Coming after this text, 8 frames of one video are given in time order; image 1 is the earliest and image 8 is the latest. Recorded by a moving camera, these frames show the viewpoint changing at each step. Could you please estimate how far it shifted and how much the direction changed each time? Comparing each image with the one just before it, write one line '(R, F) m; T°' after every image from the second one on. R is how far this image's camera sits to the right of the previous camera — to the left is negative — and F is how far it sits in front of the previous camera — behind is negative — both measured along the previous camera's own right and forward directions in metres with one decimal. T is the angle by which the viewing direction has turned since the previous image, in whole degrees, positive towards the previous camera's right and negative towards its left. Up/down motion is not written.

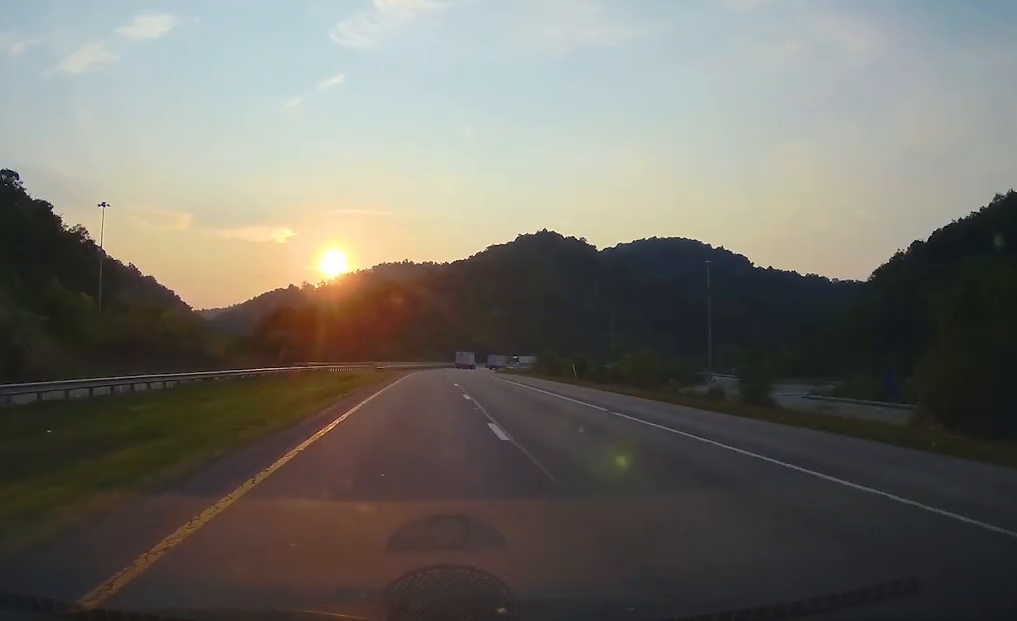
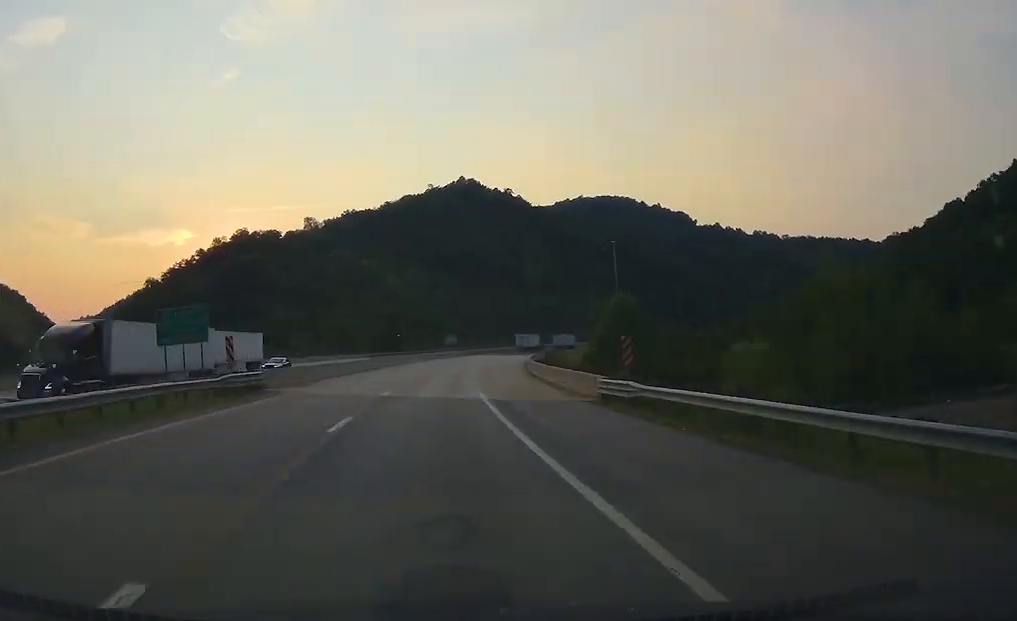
(+10.9, +146.9) m; +11°
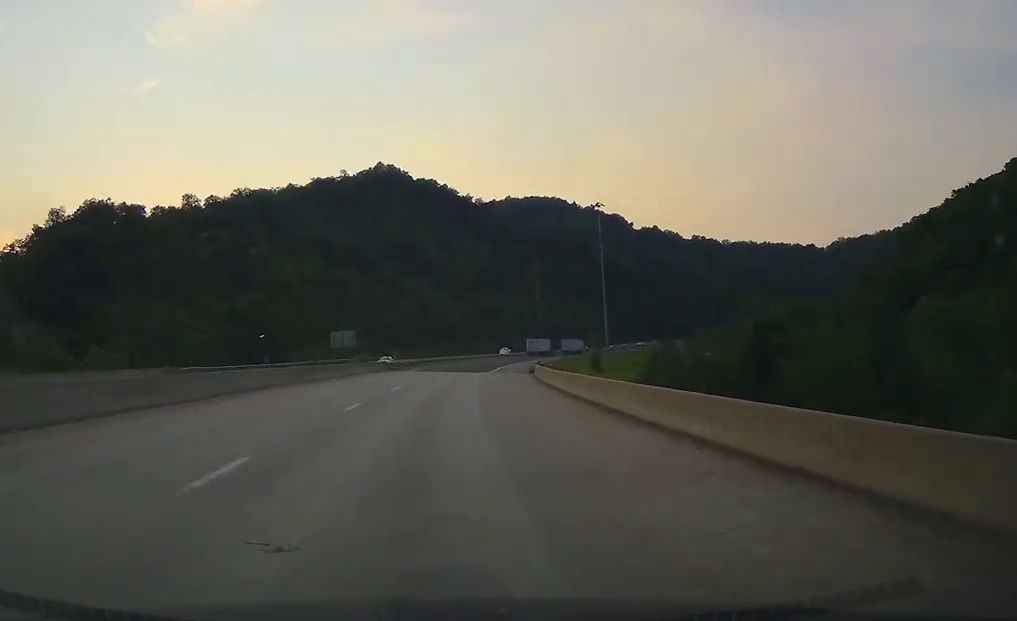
(+1.6, +66.9) m; +7°
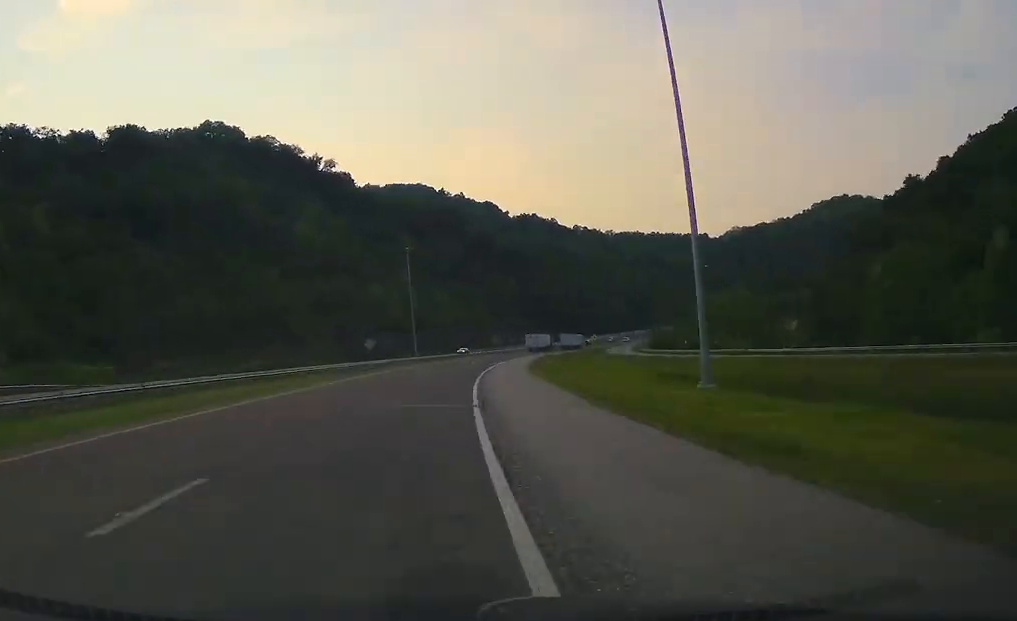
(+10.6, +97.2) m; +11°
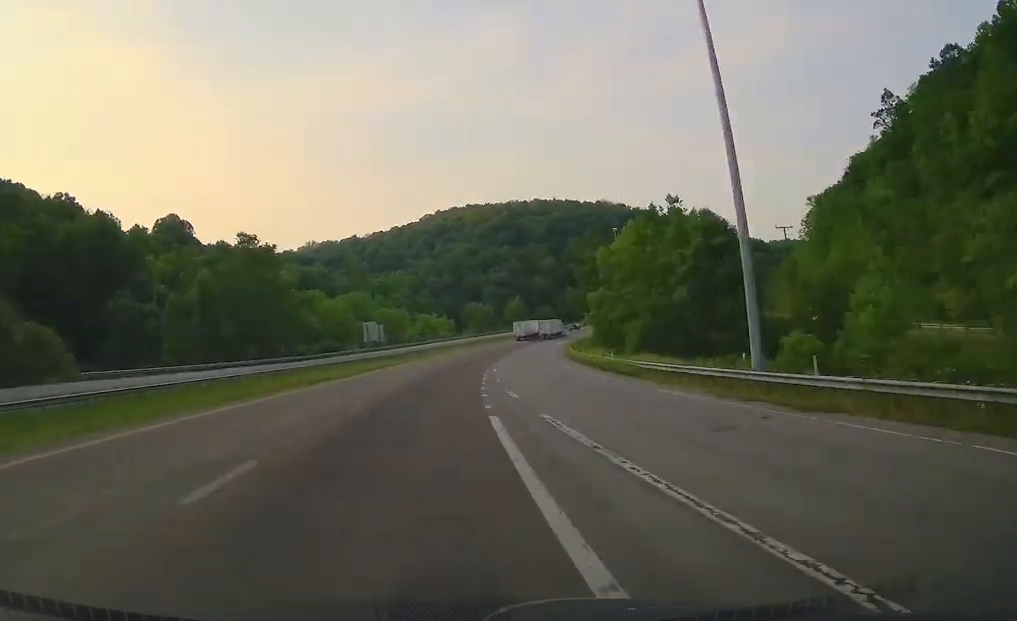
(+101.2, +295.1) m; +38°
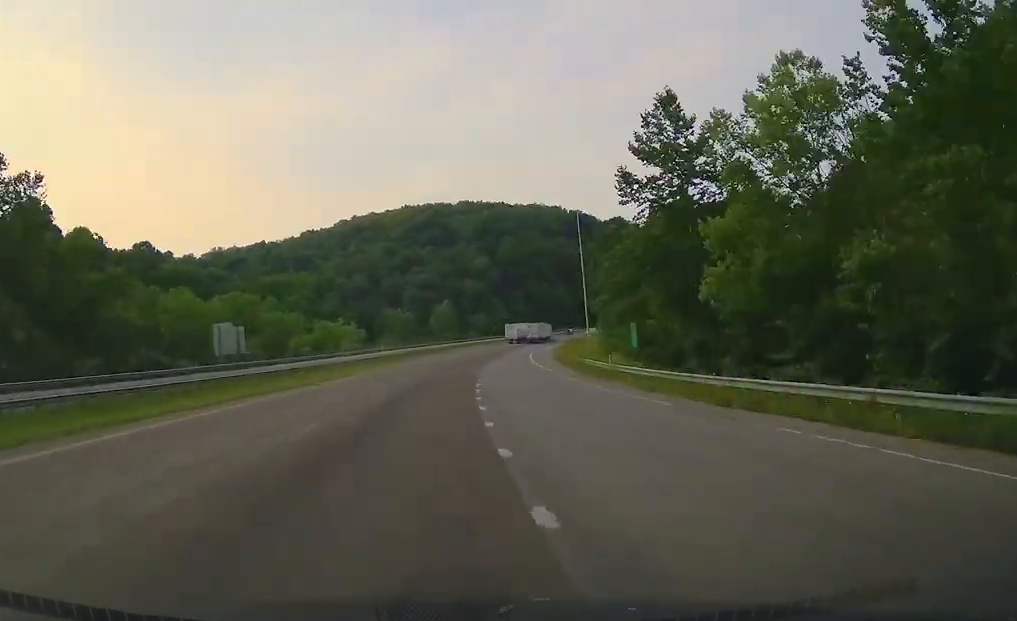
(+5.8, +53.2) m; +6°
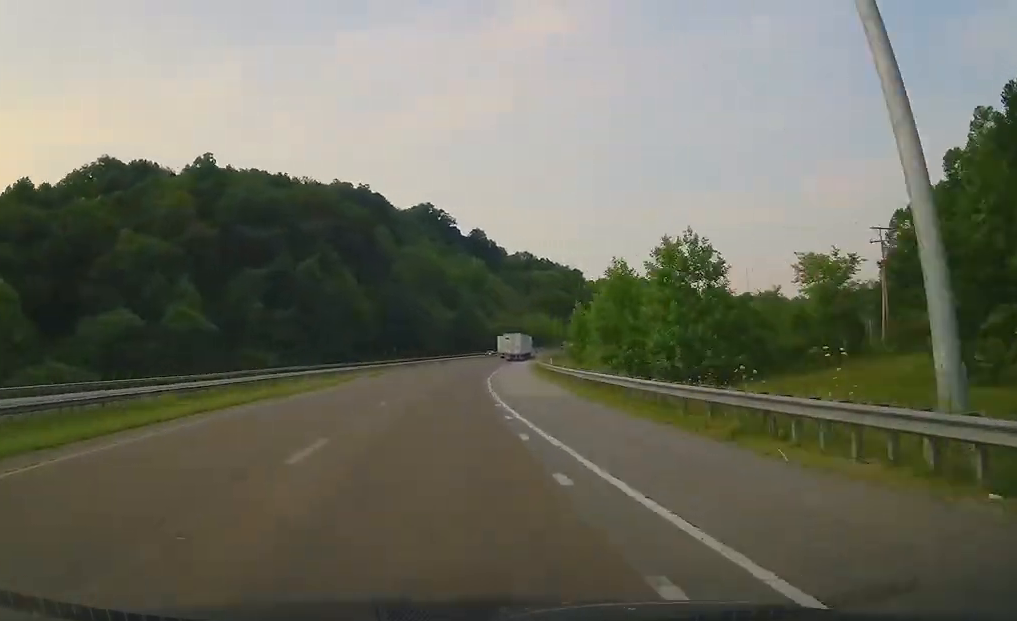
(+24.6, +155.0) m; +18°
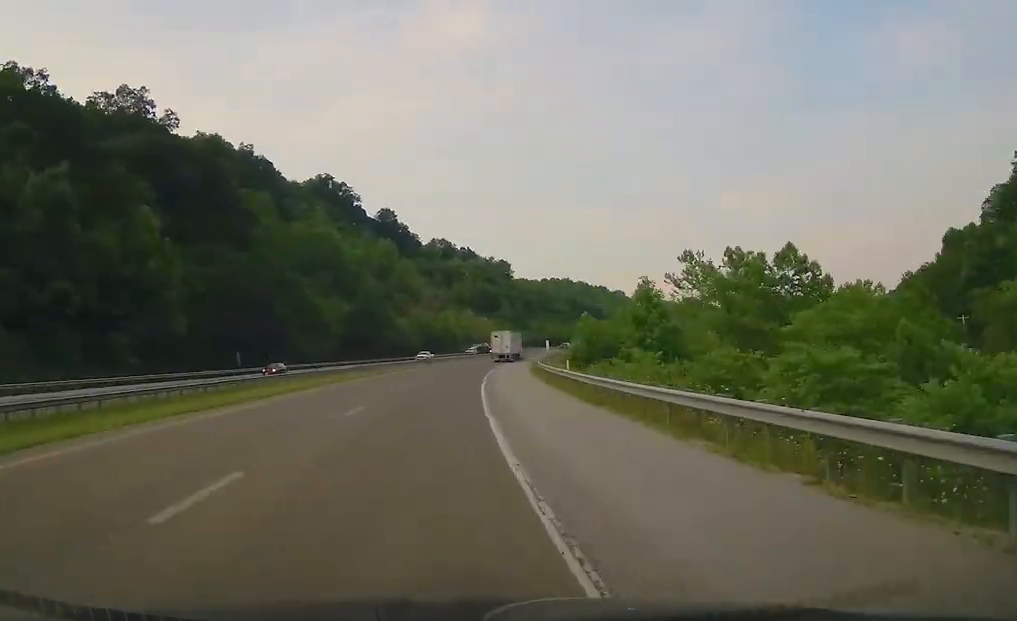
(+1.0, +64.5) m; +8°
